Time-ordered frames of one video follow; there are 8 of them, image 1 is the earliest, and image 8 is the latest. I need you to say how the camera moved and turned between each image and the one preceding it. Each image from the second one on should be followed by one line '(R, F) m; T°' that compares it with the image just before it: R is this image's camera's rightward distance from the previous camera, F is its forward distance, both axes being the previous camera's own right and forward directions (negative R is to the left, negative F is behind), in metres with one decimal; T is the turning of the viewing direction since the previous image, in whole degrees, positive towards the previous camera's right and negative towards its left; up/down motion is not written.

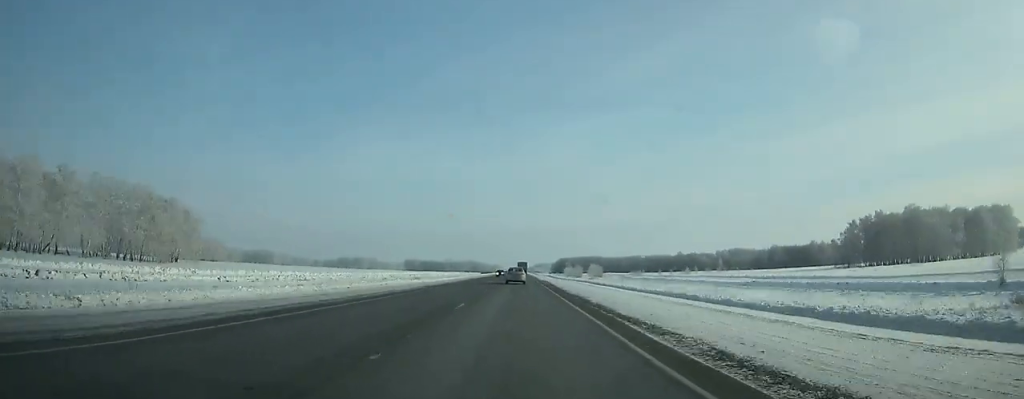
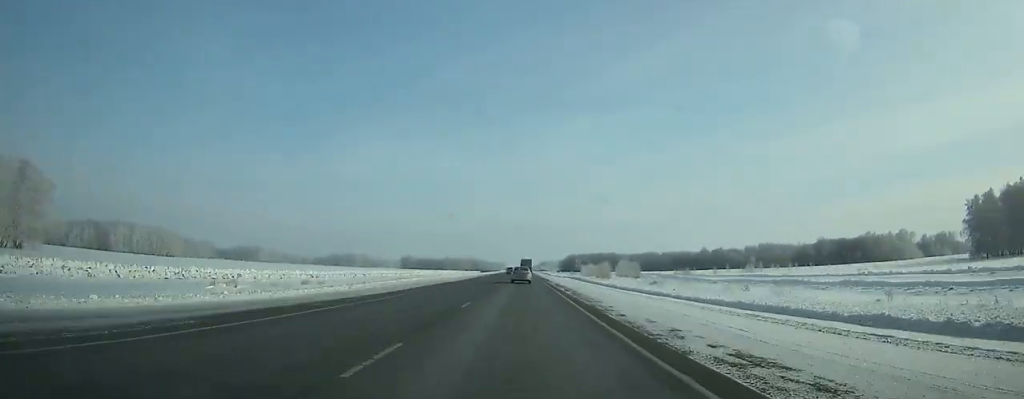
(0.0, +70.9) m; 0°
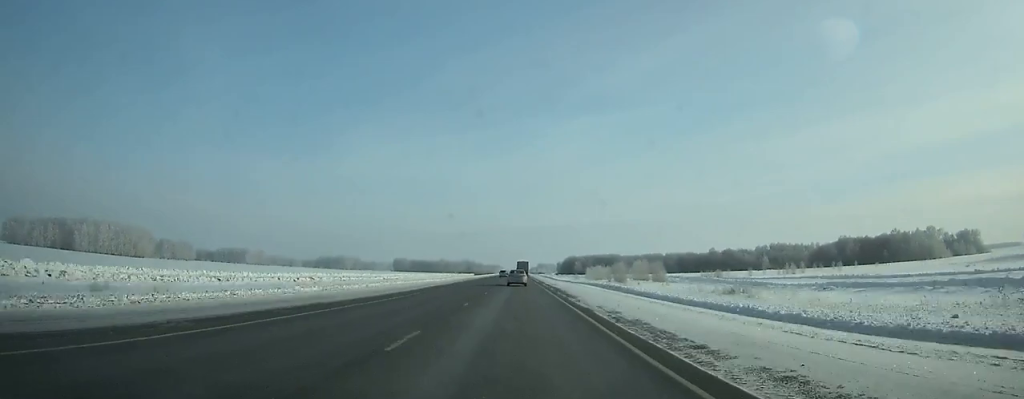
(0.0, +34.1) m; 0°
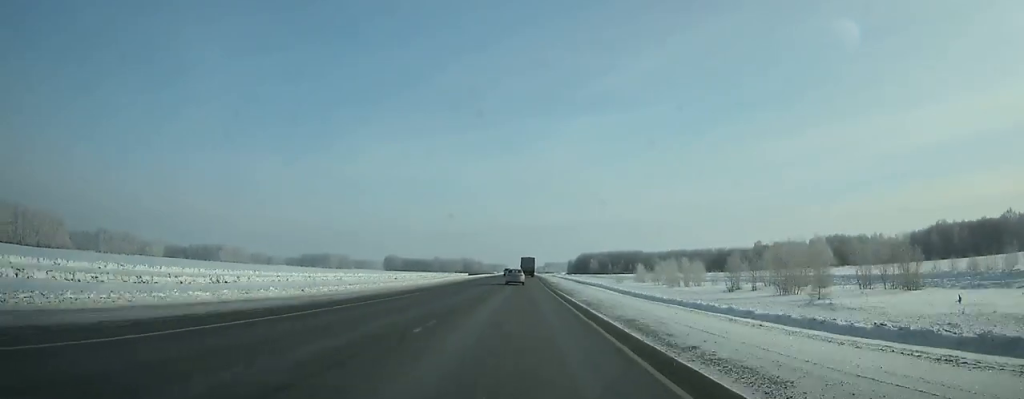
(-0.2, +94.8) m; 0°
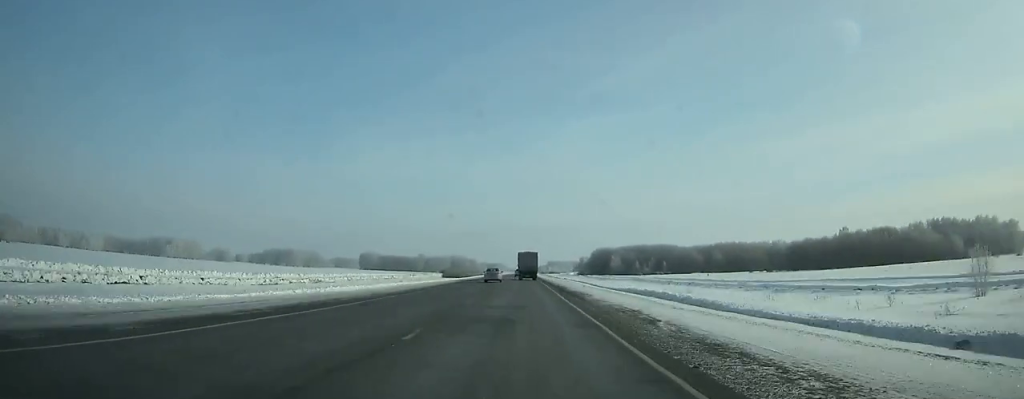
(-0.4, +122.6) m; 0°
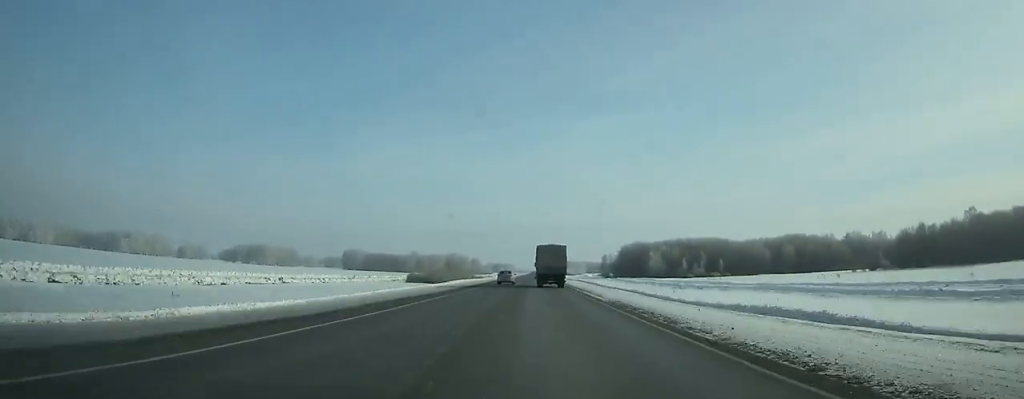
(+0.2, +90.4) m; 0°
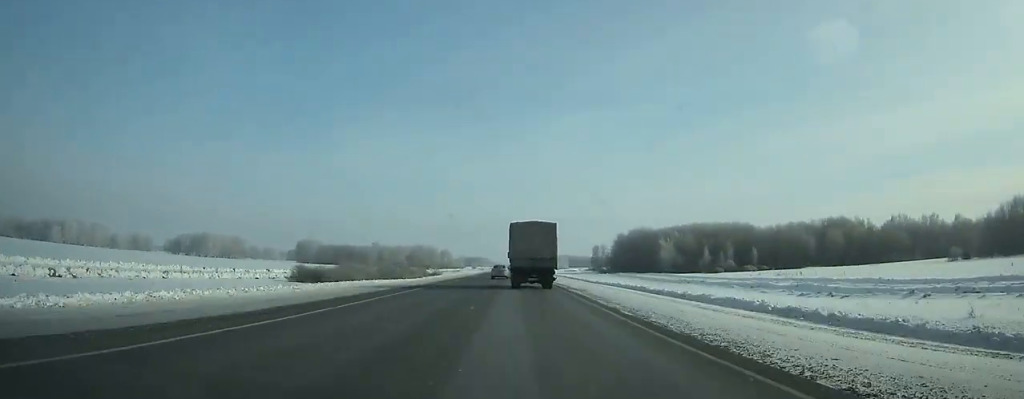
(+0.1, +61.0) m; 0°
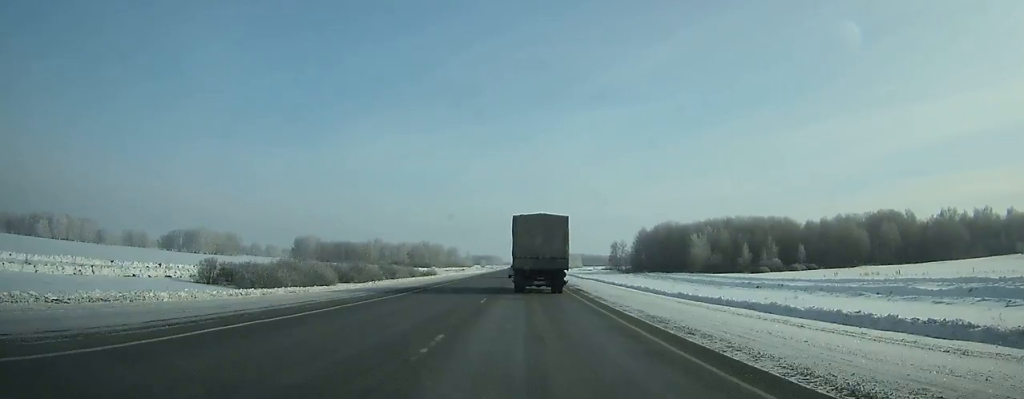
(0.0, +29.5) m; 0°
